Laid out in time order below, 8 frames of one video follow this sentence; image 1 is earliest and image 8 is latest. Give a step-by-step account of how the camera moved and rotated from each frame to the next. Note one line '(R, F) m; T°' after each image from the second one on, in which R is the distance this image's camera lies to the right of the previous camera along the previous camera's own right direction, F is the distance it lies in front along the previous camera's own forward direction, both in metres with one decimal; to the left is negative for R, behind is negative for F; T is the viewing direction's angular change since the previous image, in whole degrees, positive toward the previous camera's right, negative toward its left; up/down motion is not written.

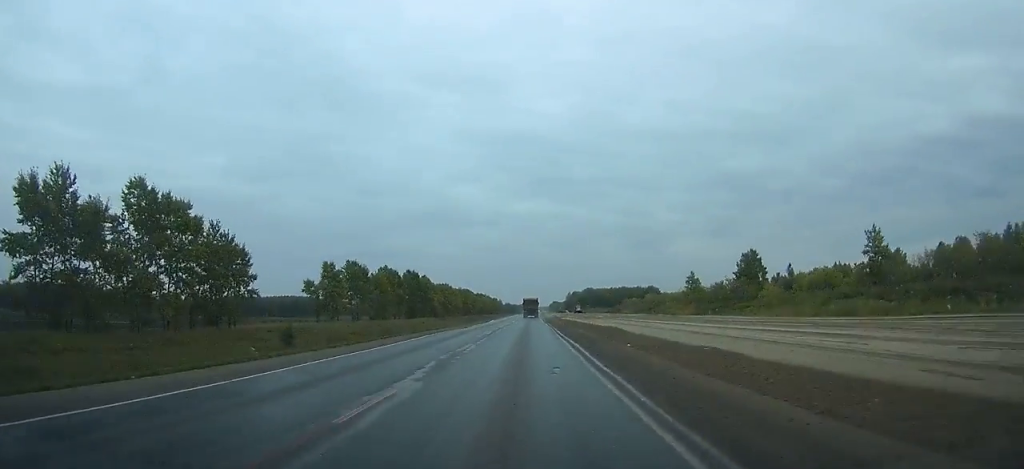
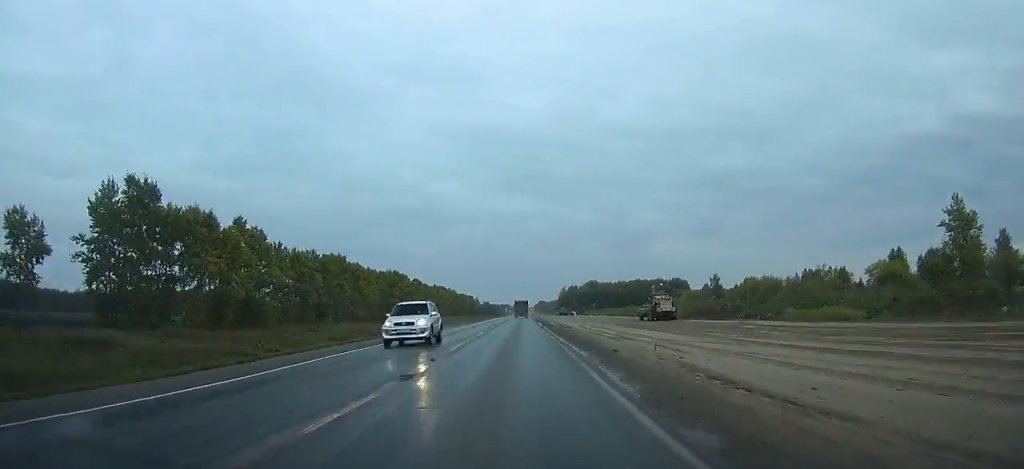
(+0.4, +145.7) m; 0°
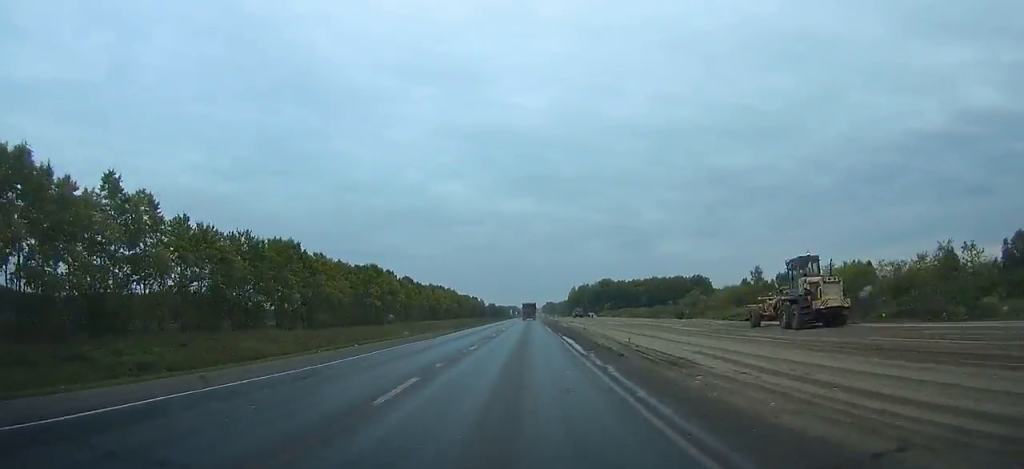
(+0.1, +33.4) m; 0°
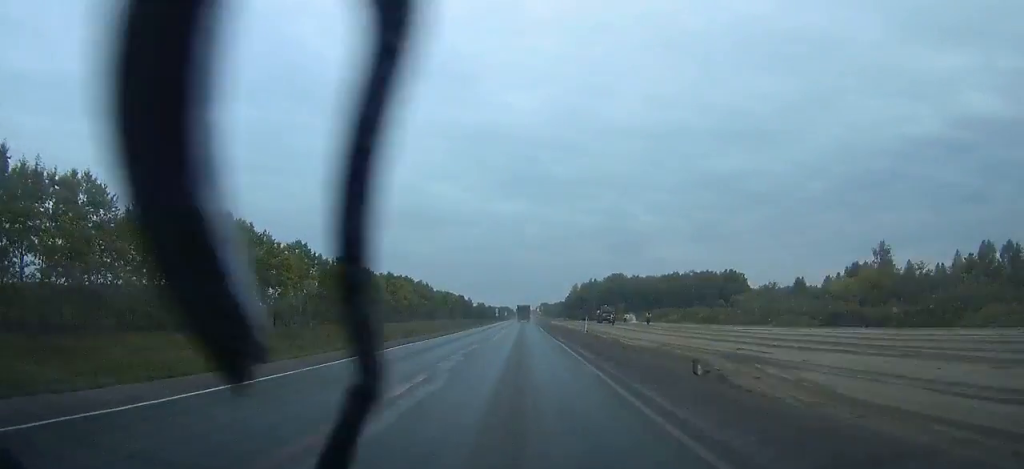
(+0.2, +69.2) m; 0°
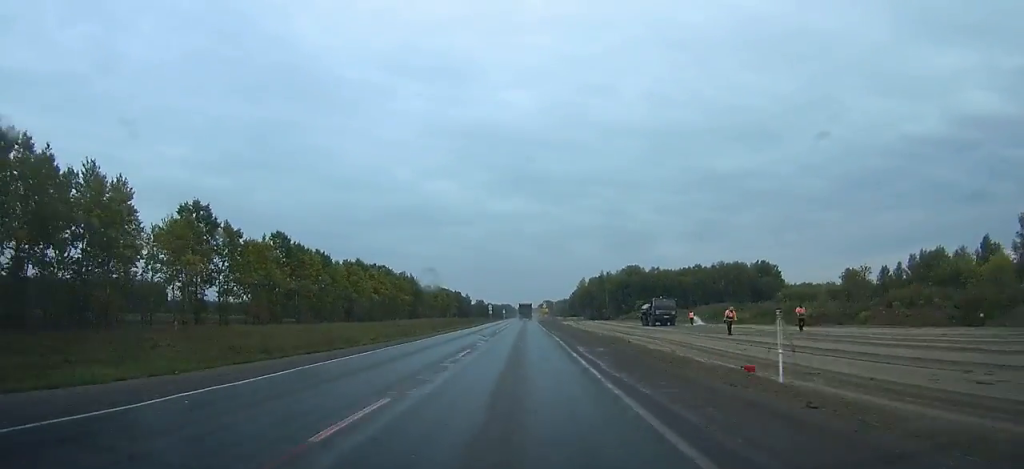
(+0.1, +40.0) m; 0°
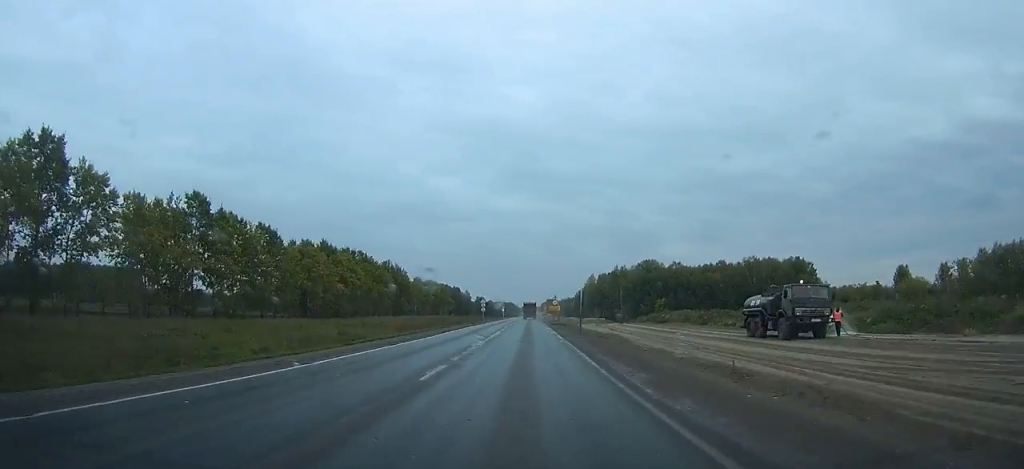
(0.0, +30.1) m; 0°
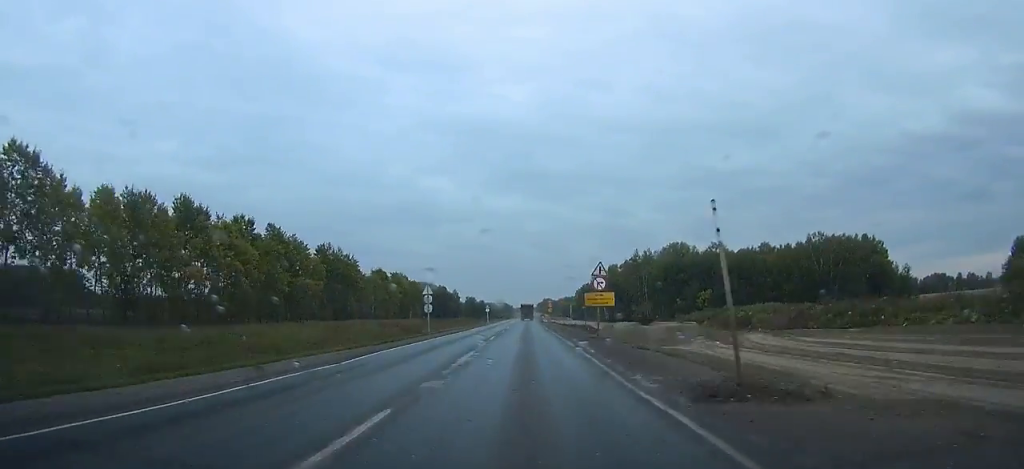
(0.0, +54.5) m; 0°
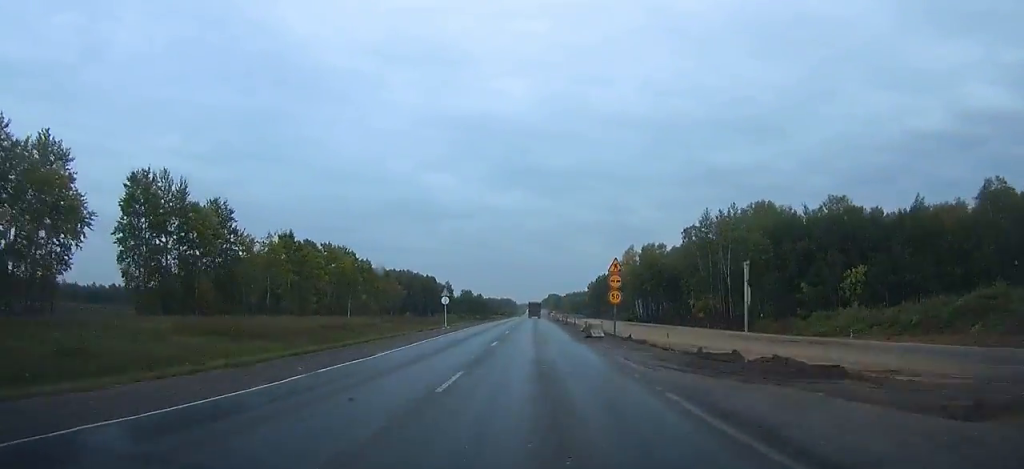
(0.0, +67.2) m; 0°
